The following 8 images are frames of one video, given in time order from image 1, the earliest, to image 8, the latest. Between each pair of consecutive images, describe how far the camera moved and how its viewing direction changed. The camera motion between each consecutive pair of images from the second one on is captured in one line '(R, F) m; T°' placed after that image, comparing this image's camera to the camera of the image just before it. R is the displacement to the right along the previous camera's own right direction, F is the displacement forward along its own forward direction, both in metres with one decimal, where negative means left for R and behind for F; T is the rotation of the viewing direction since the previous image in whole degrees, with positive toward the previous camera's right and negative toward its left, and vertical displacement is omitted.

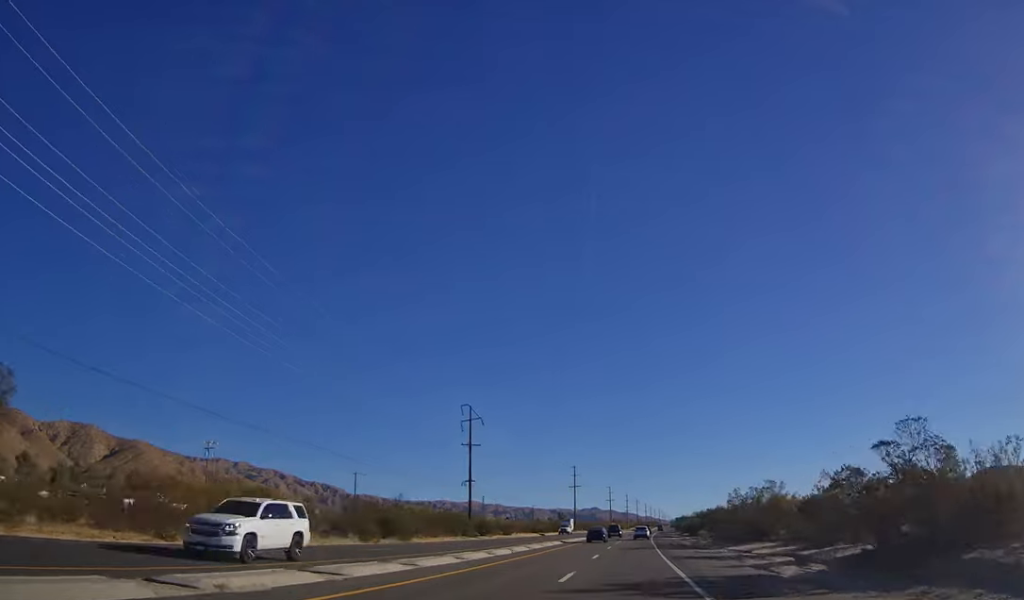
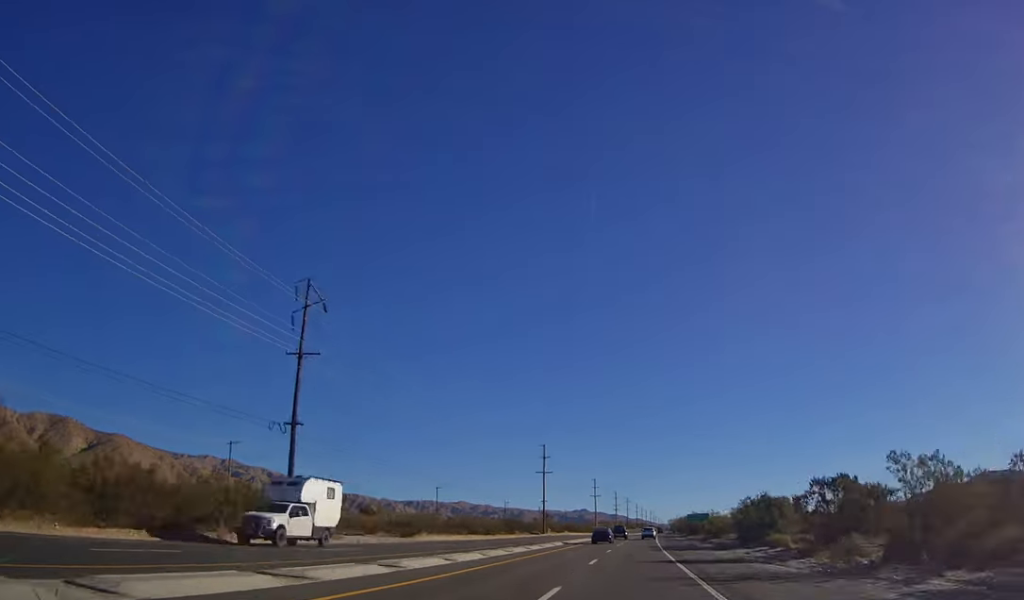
(+0.5, +50.6) m; +1°
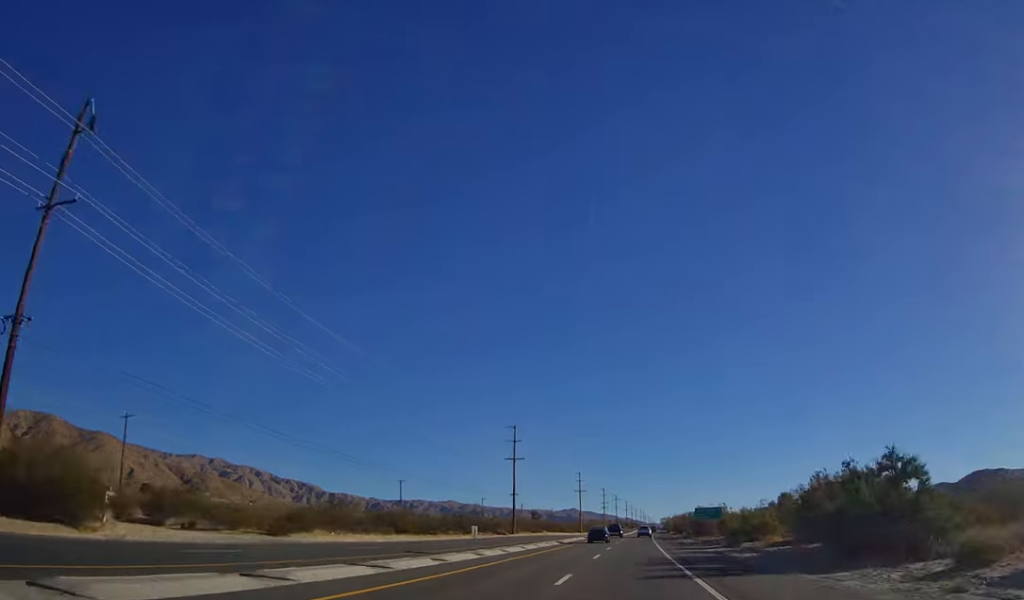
(+0.1, +24.8) m; 0°
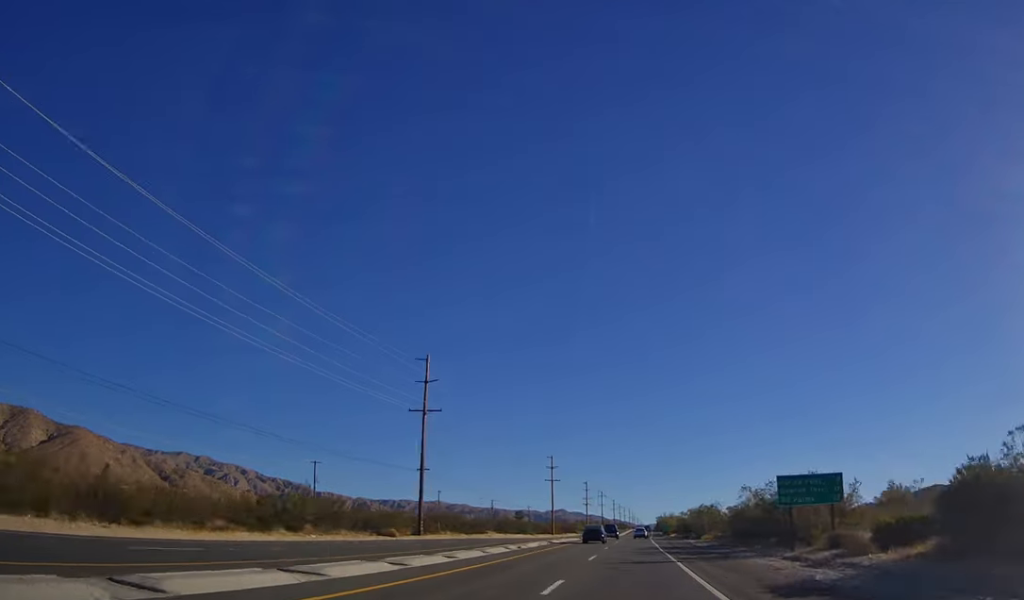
(+0.2, +46.5) m; +1°
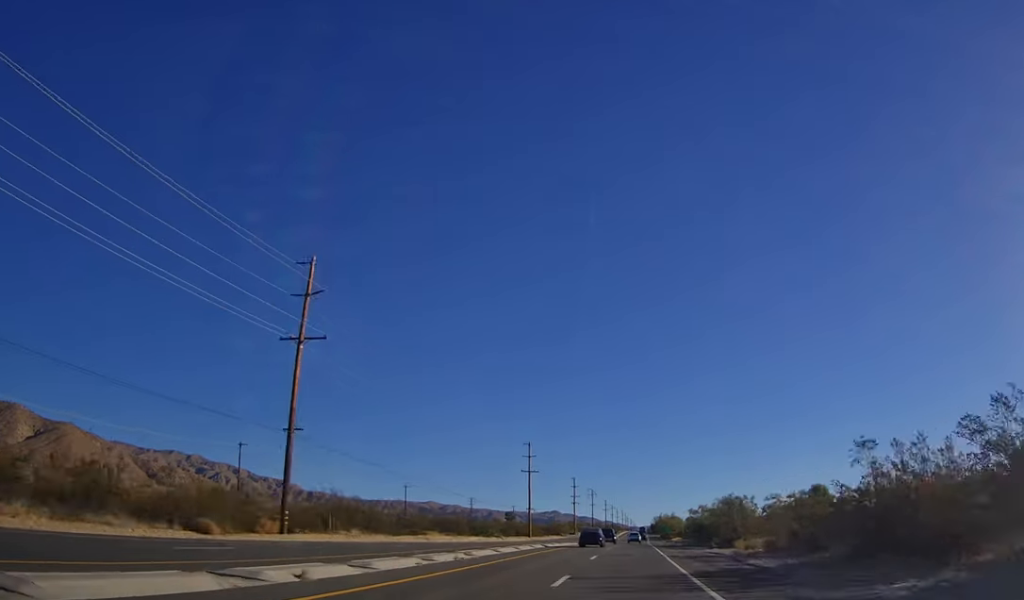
(+0.3, +27.1) m; 0°
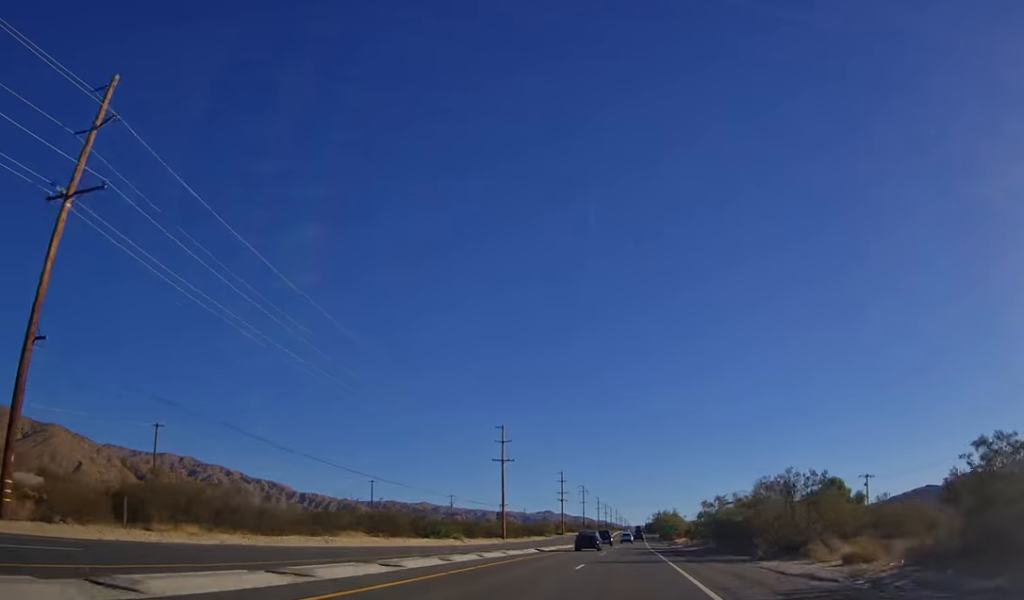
(+0.1, +21.7) m; 0°
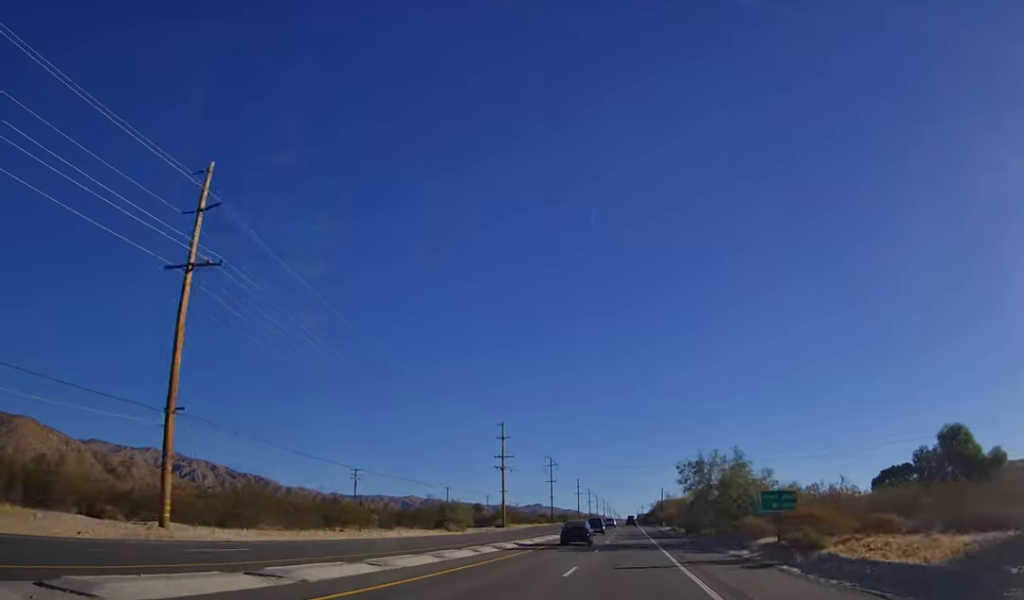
(+0.9, +80.2) m; +2°
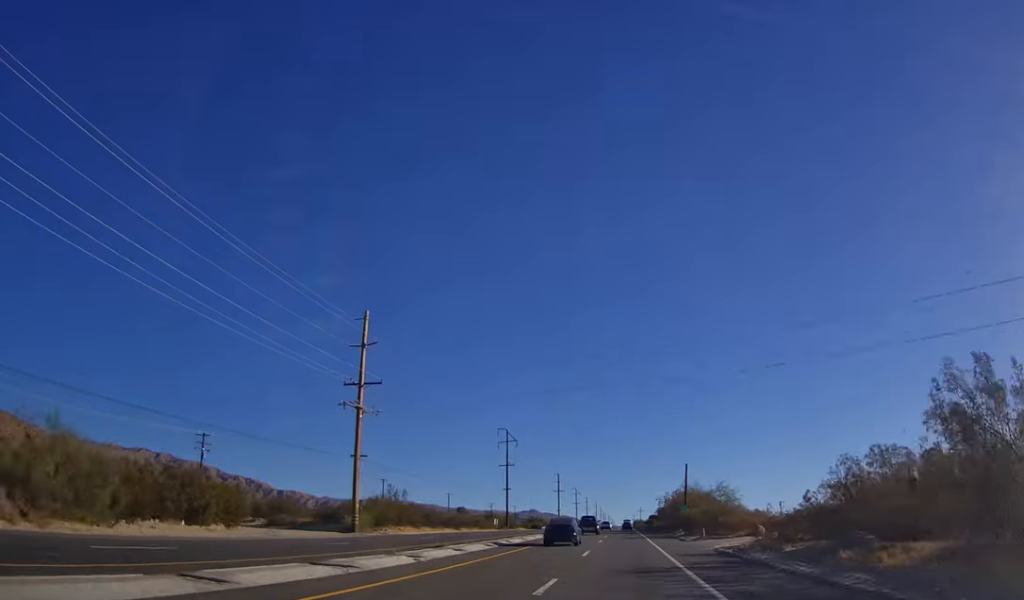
(+0.7, +63.4) m; +1°
